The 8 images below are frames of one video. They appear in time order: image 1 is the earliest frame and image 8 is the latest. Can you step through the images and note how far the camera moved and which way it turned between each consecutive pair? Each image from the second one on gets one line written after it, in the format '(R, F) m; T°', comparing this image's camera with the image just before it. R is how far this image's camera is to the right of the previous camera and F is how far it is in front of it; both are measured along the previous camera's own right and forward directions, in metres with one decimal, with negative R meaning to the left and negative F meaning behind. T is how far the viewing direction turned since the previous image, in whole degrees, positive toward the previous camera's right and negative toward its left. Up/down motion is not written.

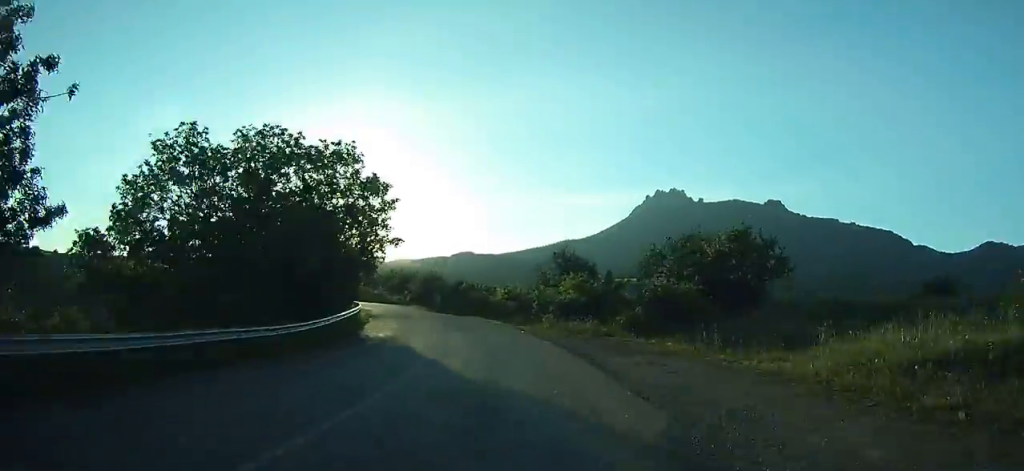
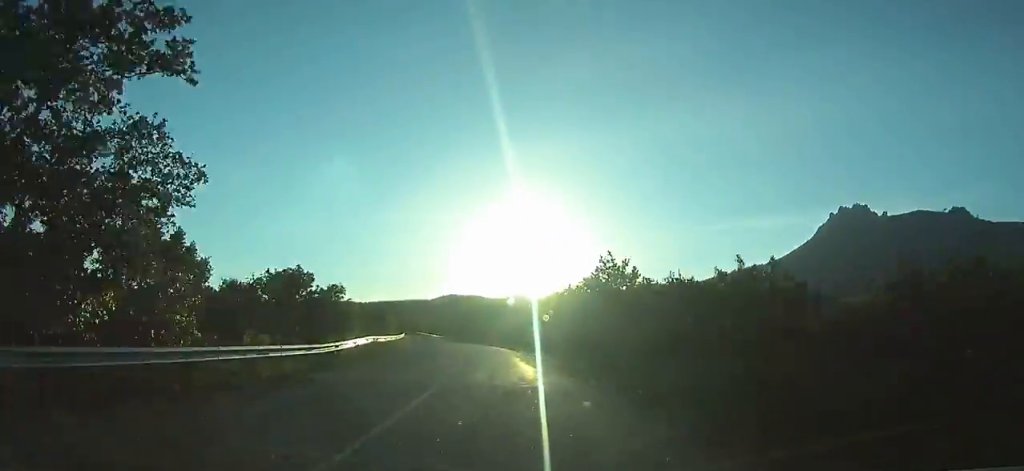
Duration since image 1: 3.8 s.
(-6.9, +52.5) m; -16°
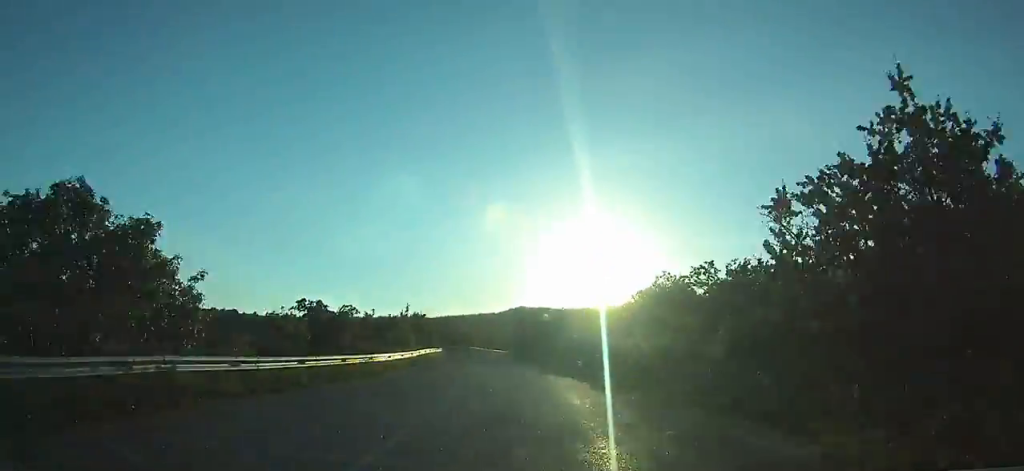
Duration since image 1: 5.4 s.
(-2.1, +22.2) m; -6°
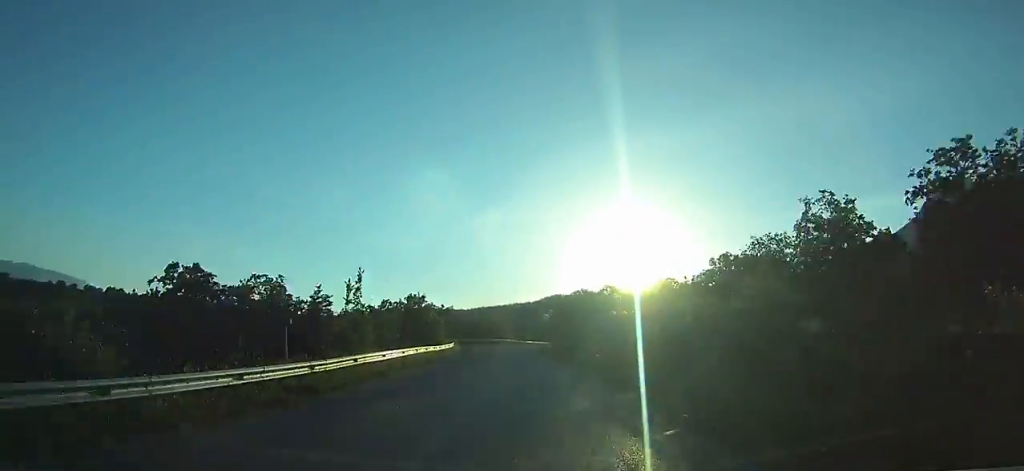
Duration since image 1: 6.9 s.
(-0.7, +20.9) m; -4°
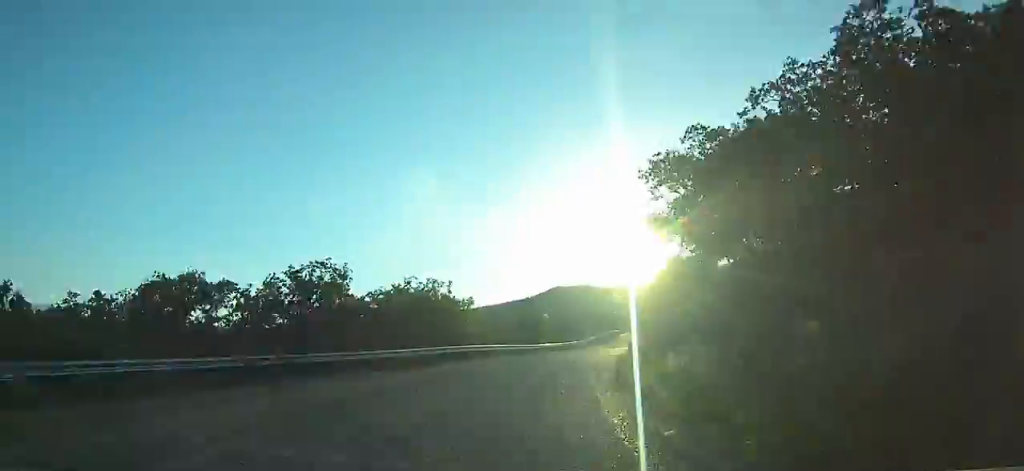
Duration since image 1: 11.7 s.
(0.0, +66.0) m; +6°
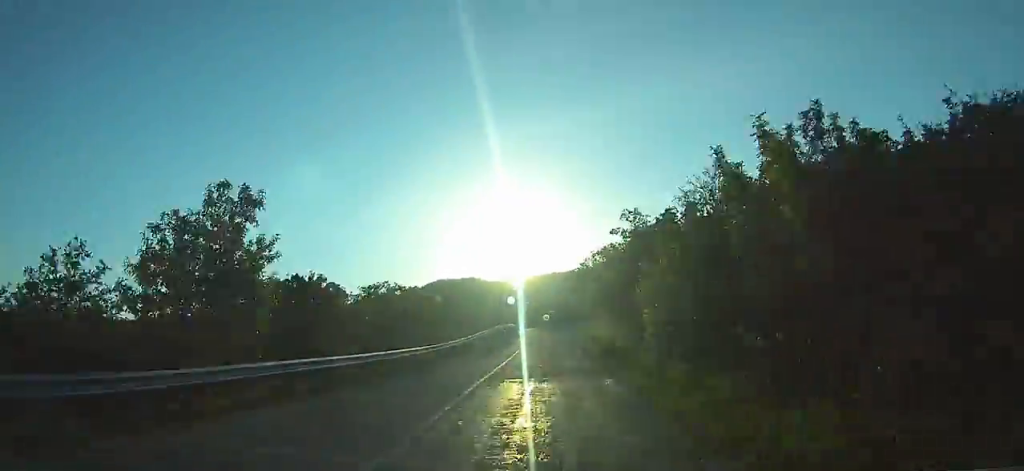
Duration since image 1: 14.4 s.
(+1.8, +37.2) m; +5°
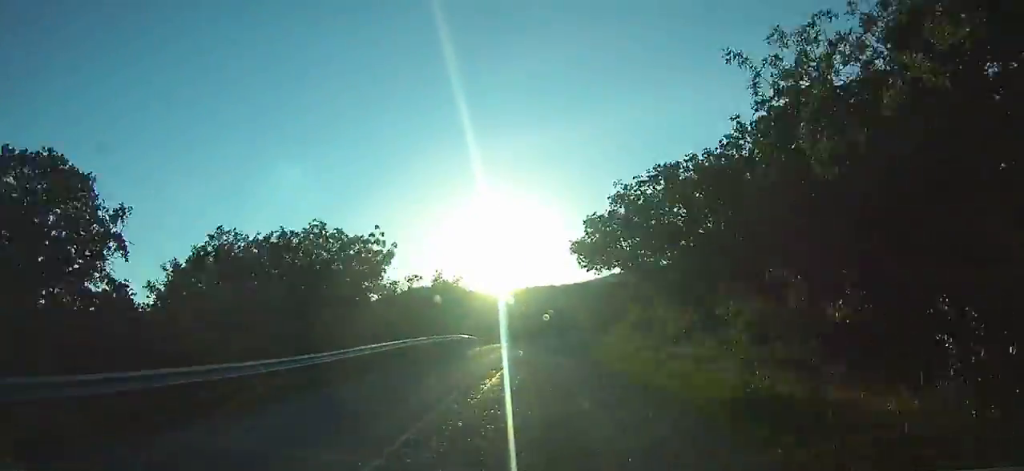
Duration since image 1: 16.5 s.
(+0.7, +28.1) m; +4°
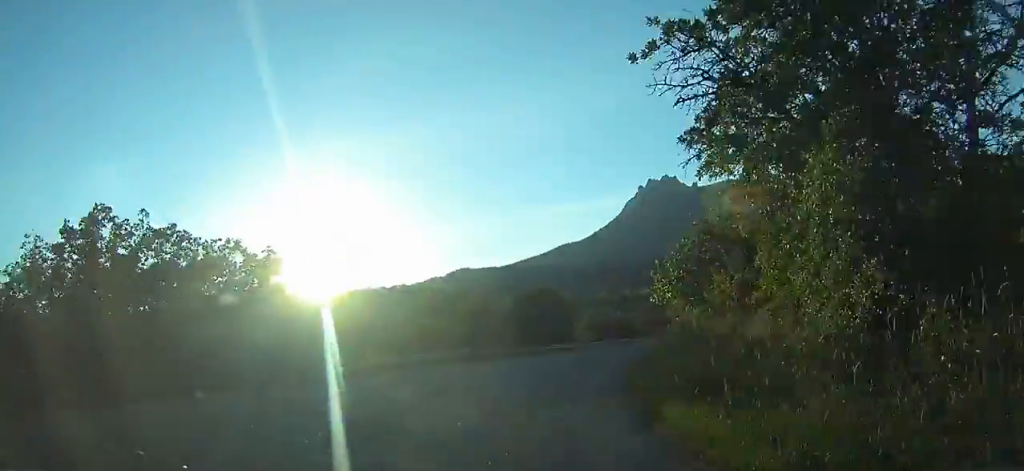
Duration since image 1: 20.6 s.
(+4.8, +50.3) m; +16°
